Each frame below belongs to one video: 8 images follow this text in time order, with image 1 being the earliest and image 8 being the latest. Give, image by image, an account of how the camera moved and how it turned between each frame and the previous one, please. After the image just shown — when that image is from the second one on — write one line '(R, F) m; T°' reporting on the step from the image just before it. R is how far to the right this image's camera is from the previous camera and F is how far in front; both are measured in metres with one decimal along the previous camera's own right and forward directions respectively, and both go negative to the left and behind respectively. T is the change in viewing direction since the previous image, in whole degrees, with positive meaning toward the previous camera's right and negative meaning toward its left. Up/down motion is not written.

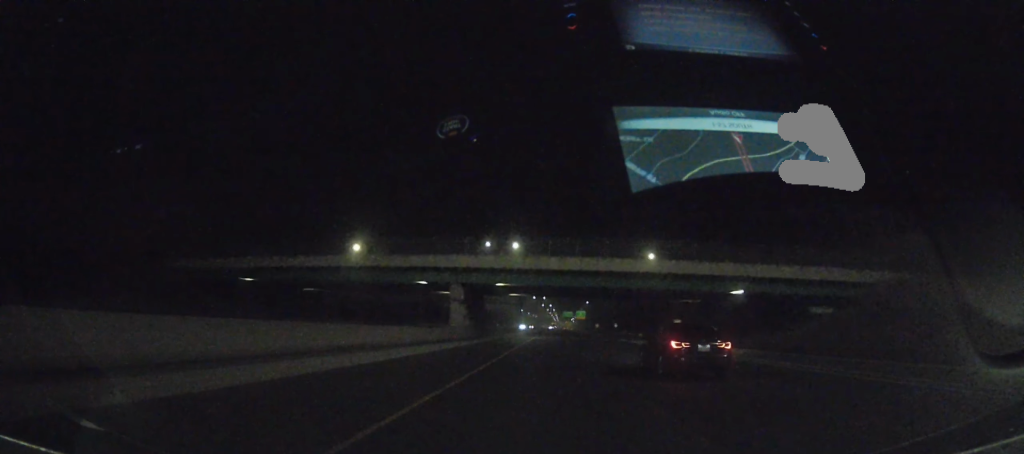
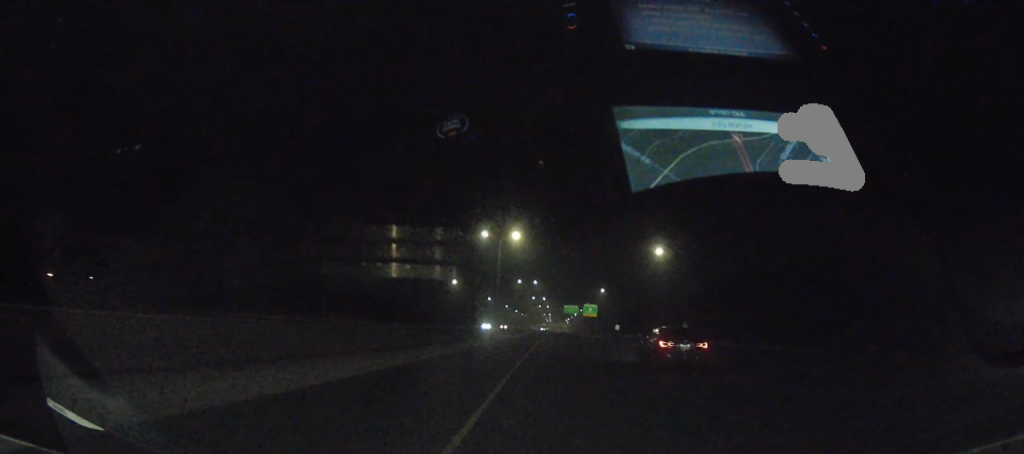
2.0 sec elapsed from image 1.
(0.0, +97.0) m; 0°
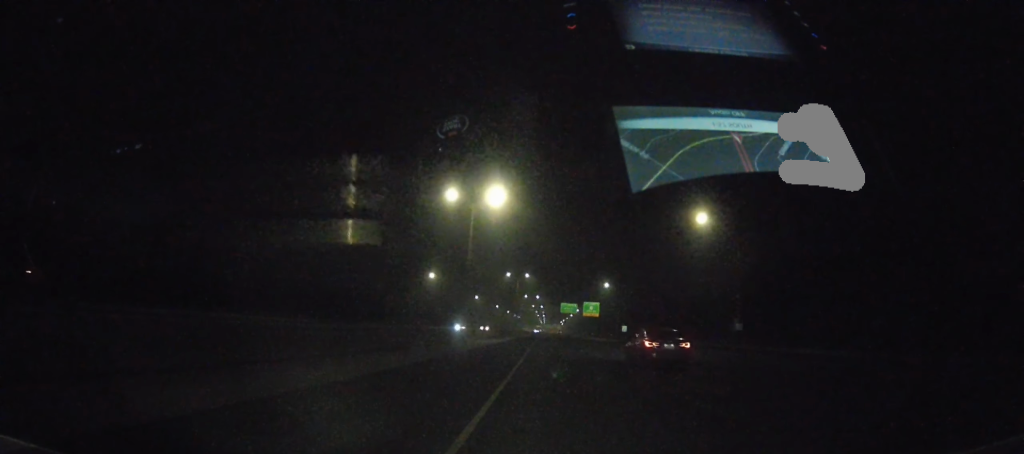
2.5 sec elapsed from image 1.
(0.0, +26.1) m; 0°
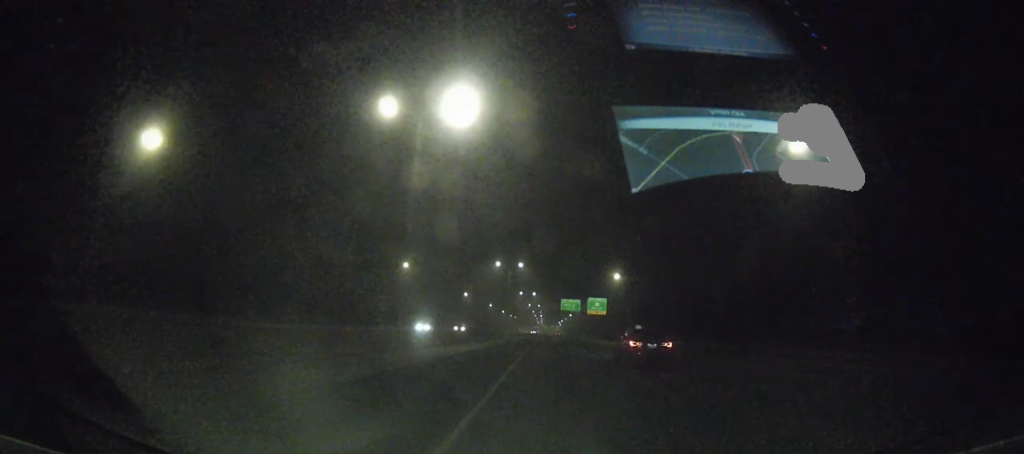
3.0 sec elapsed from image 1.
(-0.2, +24.5) m; 0°
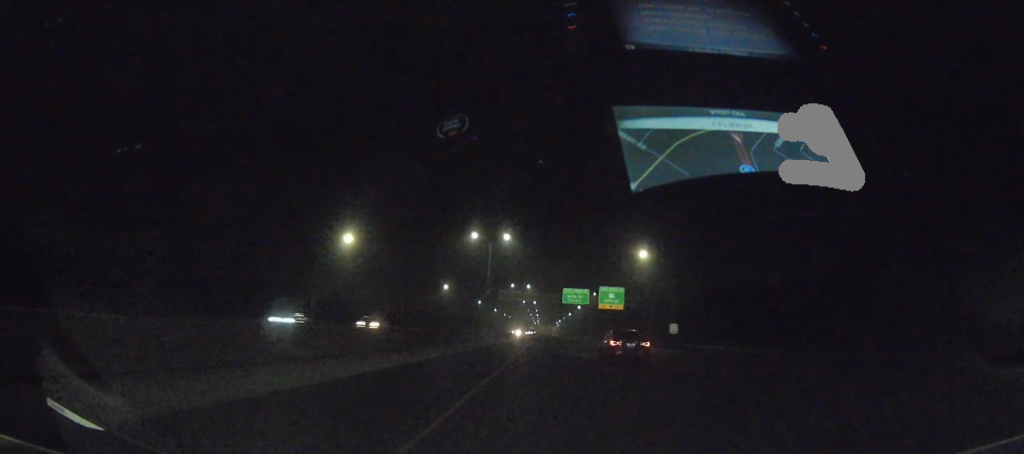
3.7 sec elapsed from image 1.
(+0.4, +34.9) m; +1°
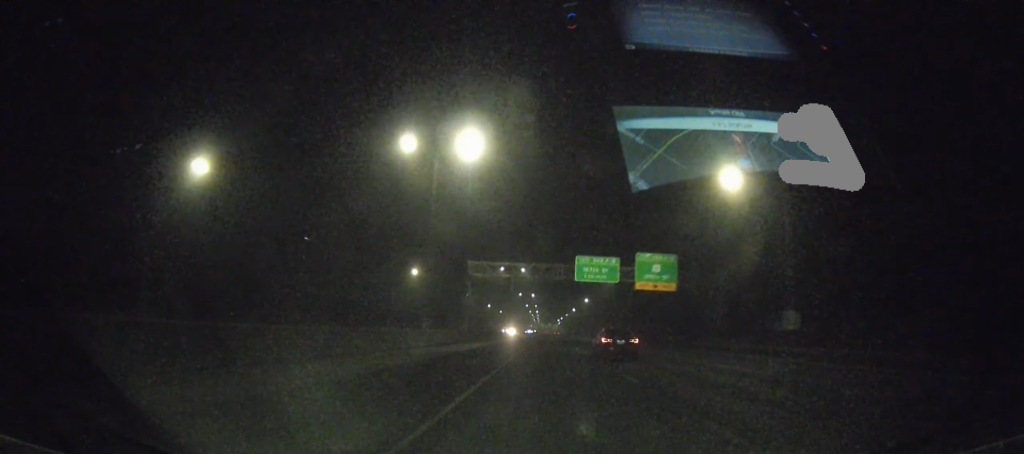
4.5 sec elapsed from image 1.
(+0.2, +40.9) m; 0°
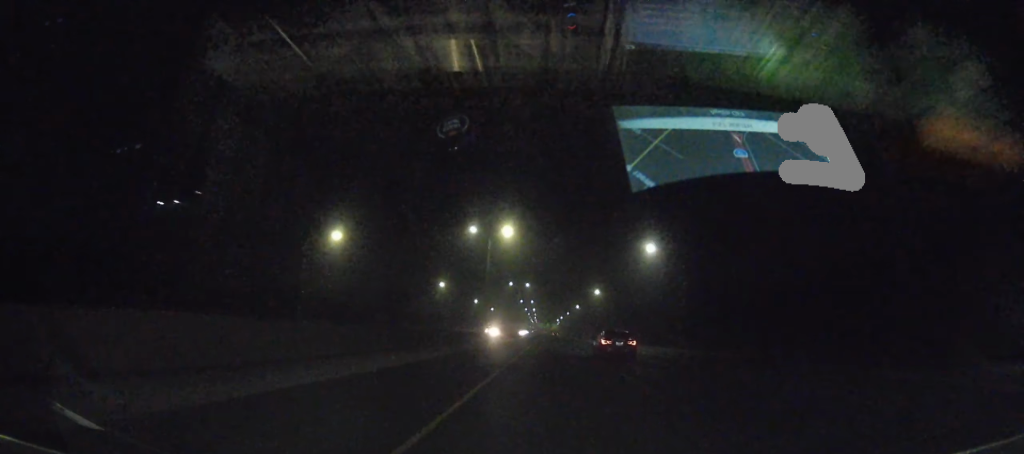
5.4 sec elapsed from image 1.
(0.0, +49.2) m; 0°
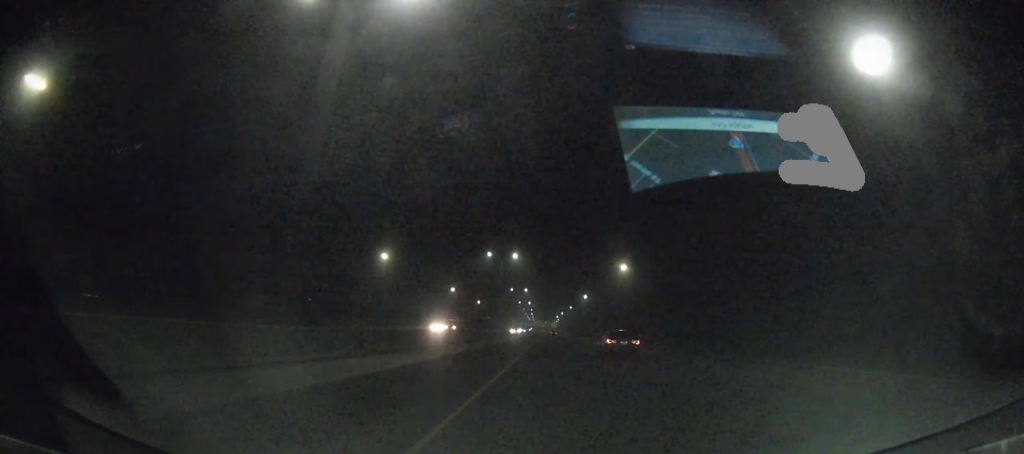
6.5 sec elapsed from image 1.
(0.0, +57.6) m; 0°
